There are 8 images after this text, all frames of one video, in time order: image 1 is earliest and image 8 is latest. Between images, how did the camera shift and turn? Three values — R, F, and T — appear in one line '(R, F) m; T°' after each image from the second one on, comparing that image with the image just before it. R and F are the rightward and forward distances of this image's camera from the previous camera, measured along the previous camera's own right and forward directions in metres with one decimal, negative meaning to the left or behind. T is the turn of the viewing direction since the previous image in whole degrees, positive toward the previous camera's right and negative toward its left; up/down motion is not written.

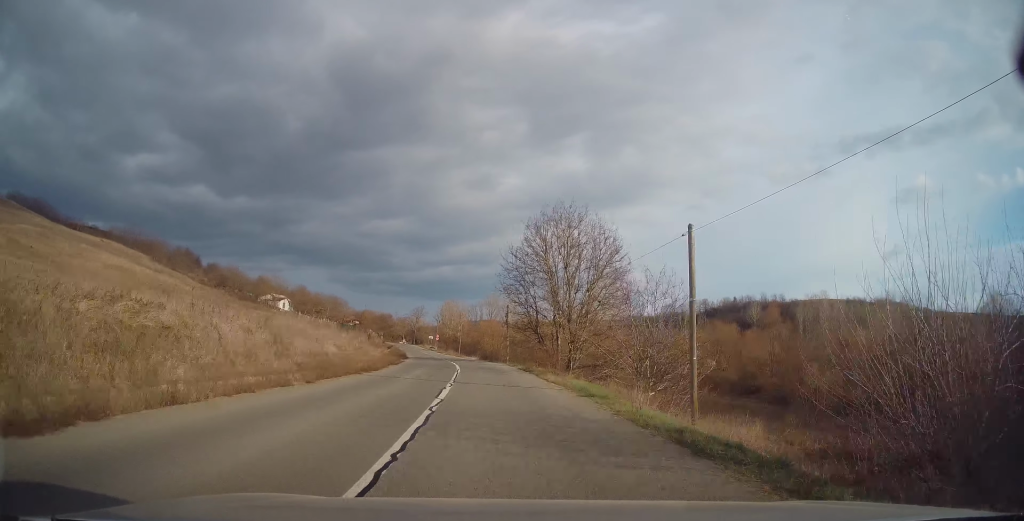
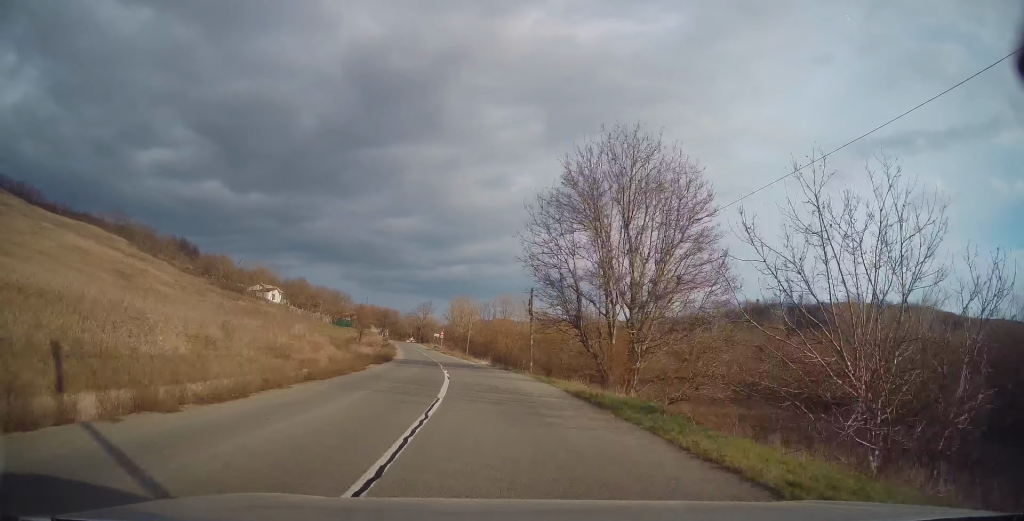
(0.0, +16.0) m; 0°
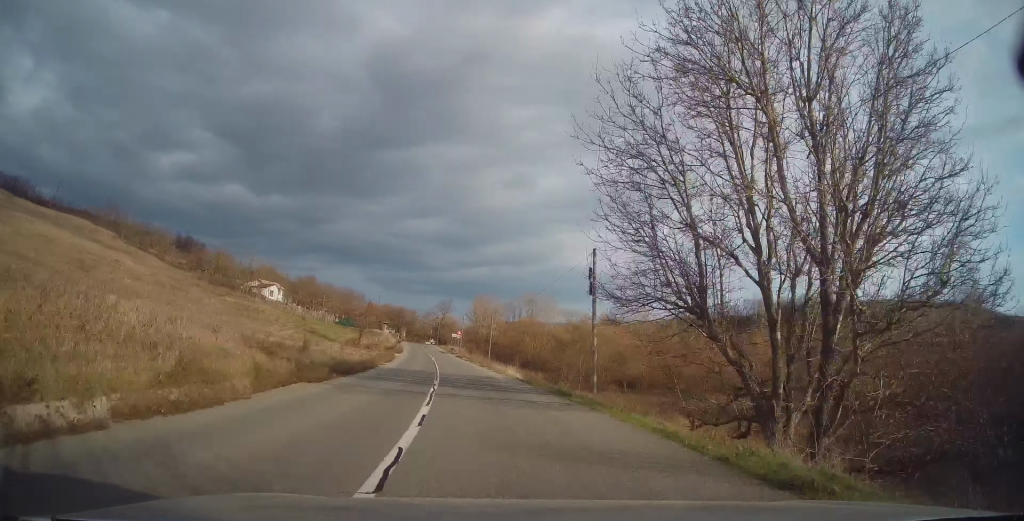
(0.0, +14.7) m; -2°
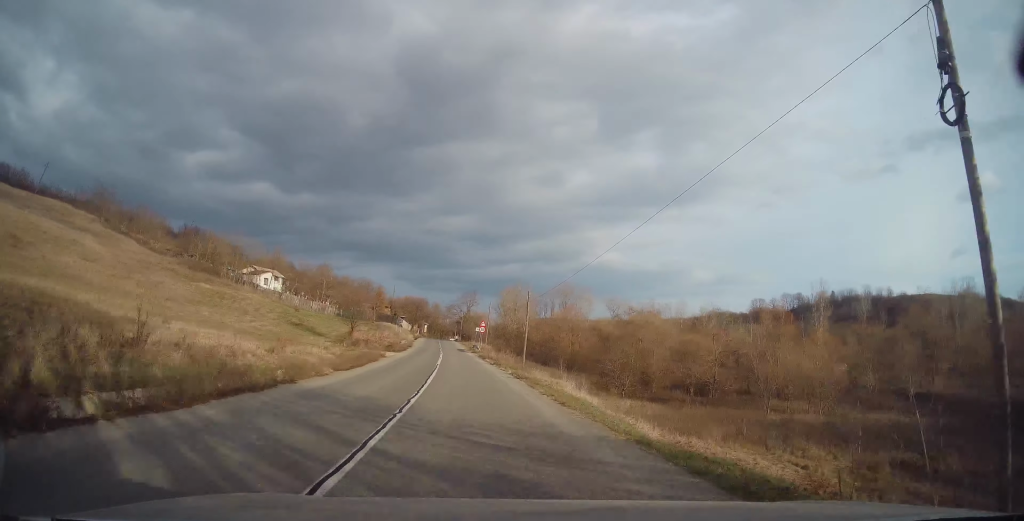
(-0.7, +16.8) m; -4°
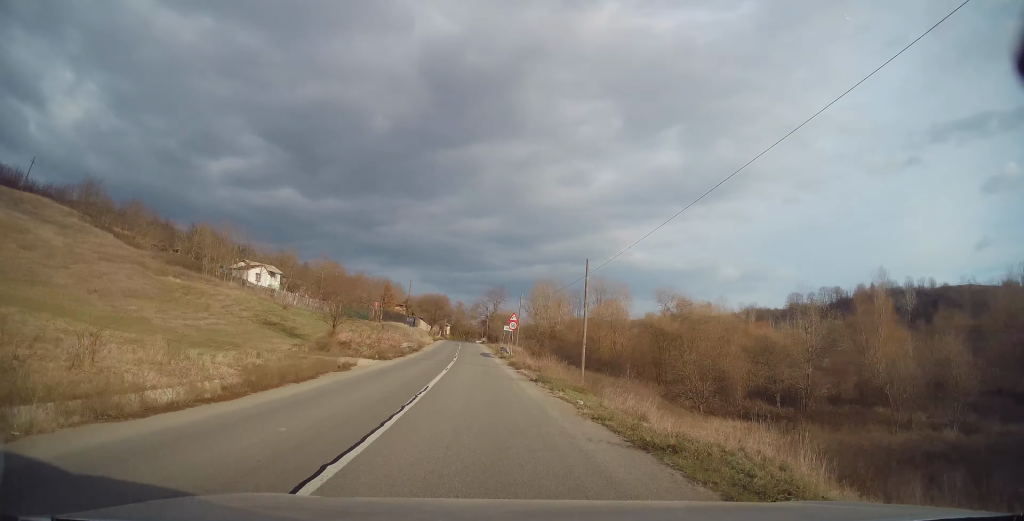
(-0.5, +14.0) m; -3°
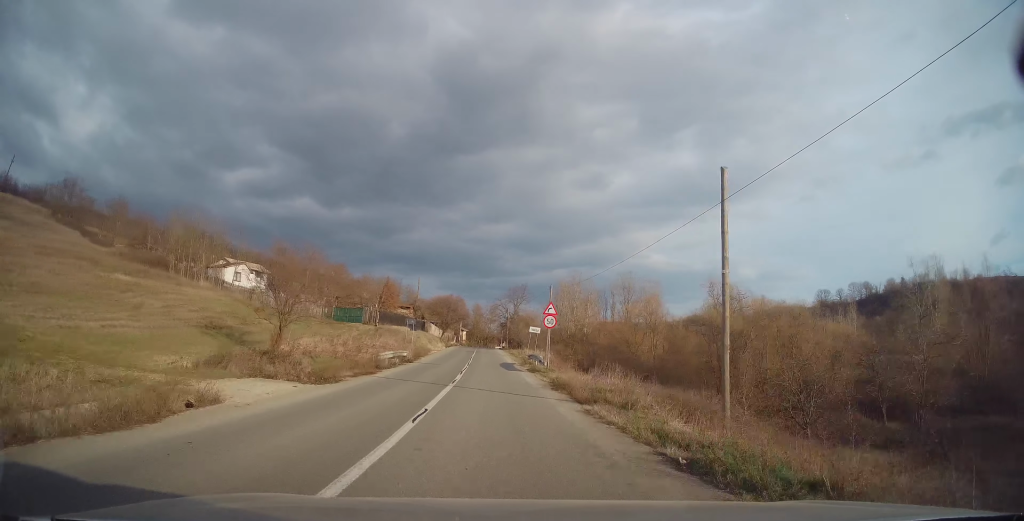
(-0.2, +12.6) m; -1°
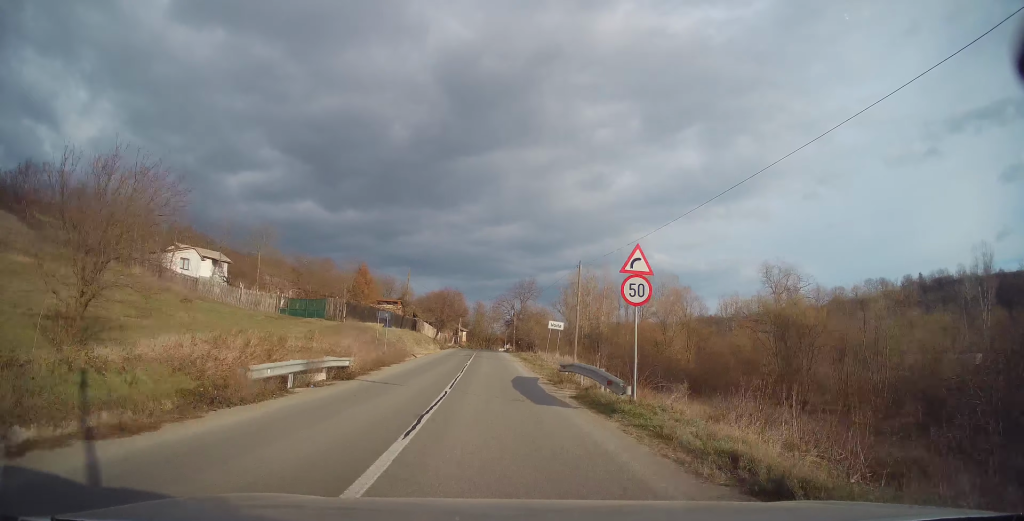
(0.0, +13.7) m; 0°
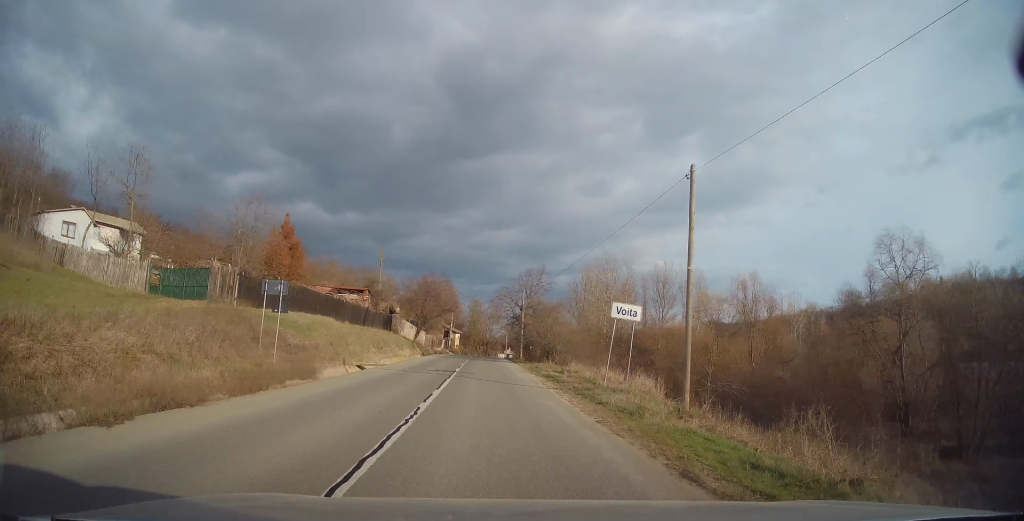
(0.0, +19.1) m; 0°
